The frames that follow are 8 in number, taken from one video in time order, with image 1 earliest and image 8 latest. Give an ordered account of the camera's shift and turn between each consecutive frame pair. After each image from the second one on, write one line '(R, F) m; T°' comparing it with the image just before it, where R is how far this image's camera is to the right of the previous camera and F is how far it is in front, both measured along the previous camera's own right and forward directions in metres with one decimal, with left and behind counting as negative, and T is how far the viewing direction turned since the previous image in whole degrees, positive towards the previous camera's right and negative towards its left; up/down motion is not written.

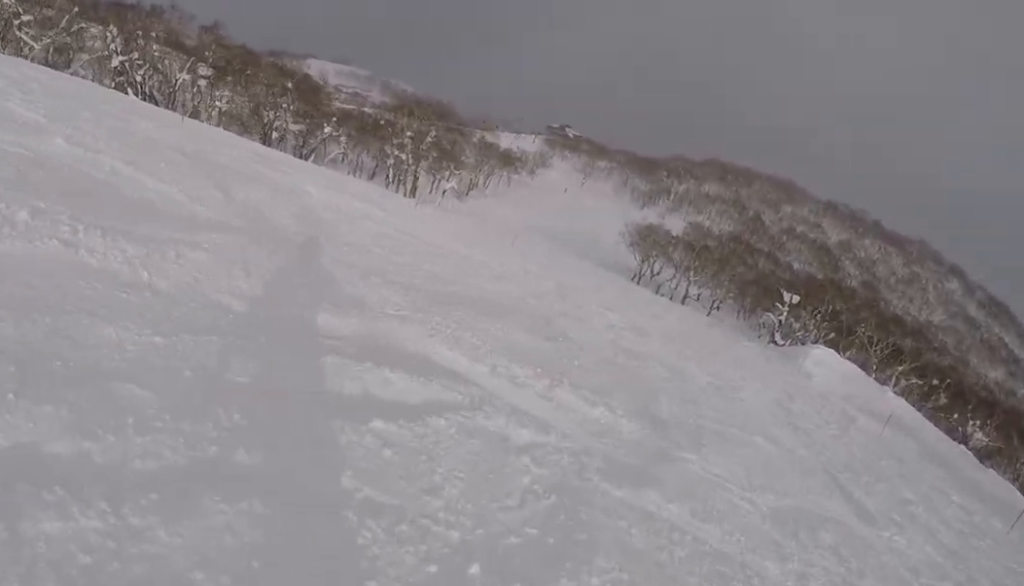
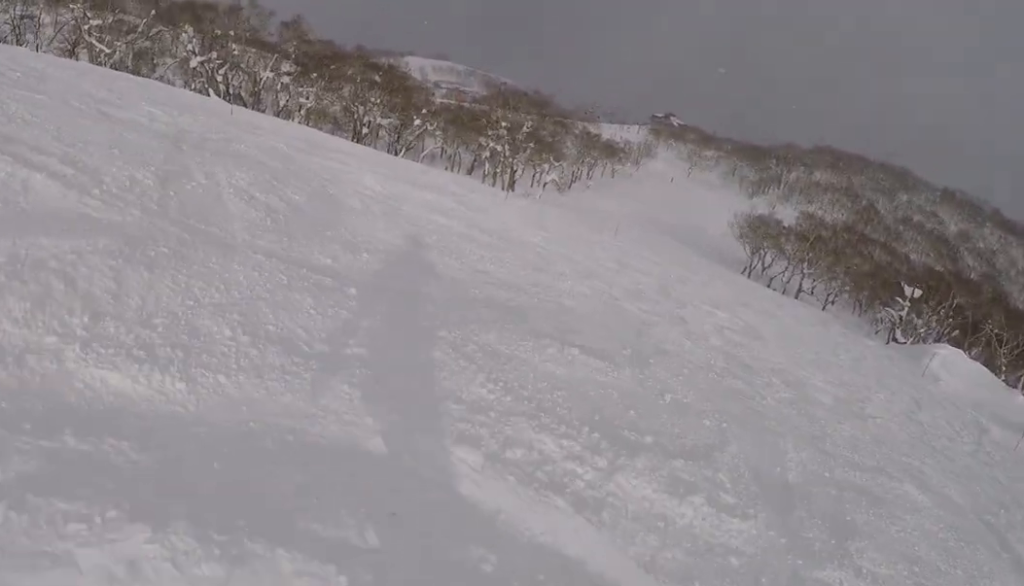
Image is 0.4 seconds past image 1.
(-1.2, +2.5) m; -13°
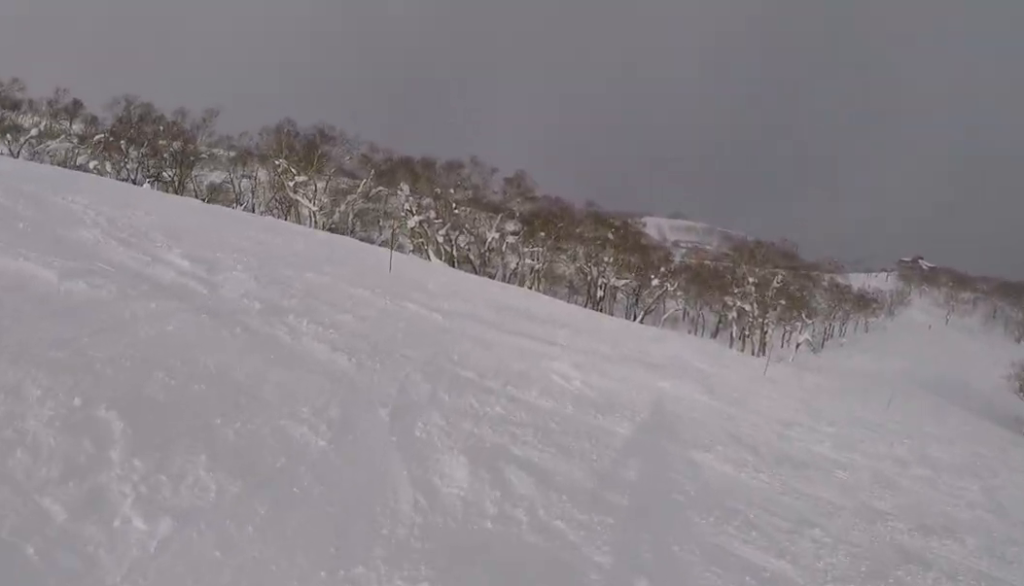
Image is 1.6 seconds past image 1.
(-1.9, +6.7) m; -25°
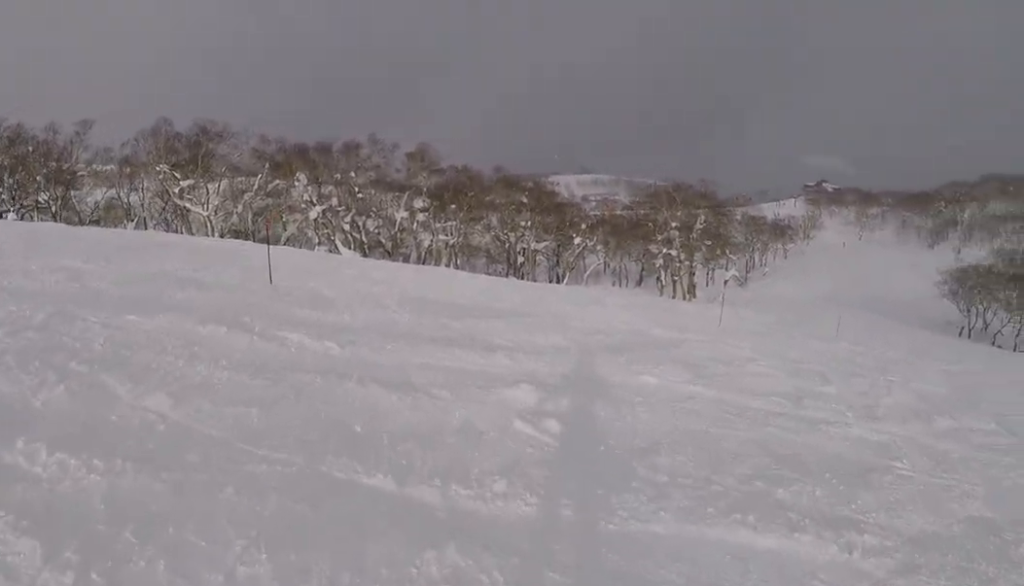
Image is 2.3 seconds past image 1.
(-0.3, +3.9) m; -3°
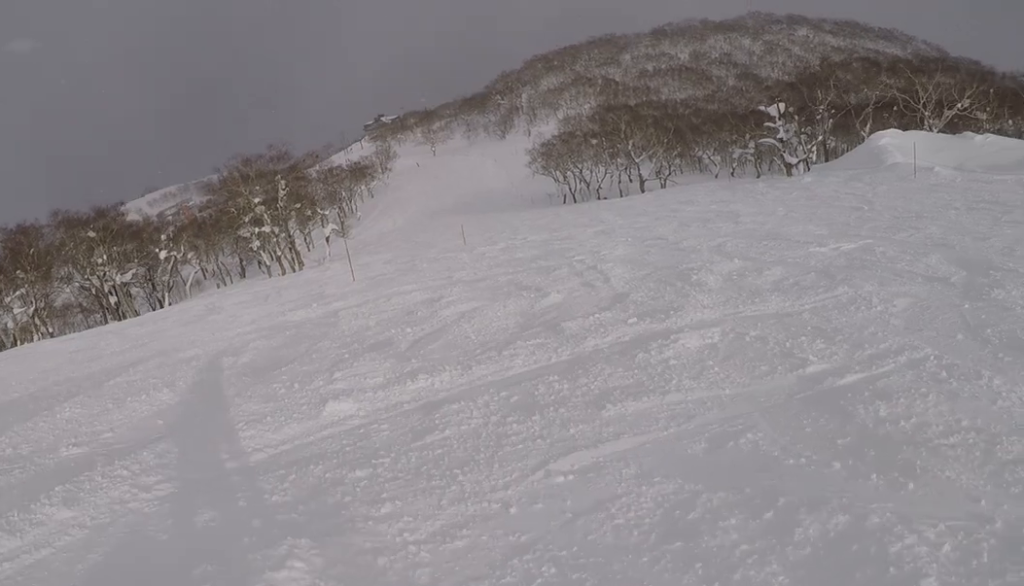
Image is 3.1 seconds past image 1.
(-0.6, +5.2) m; +11°
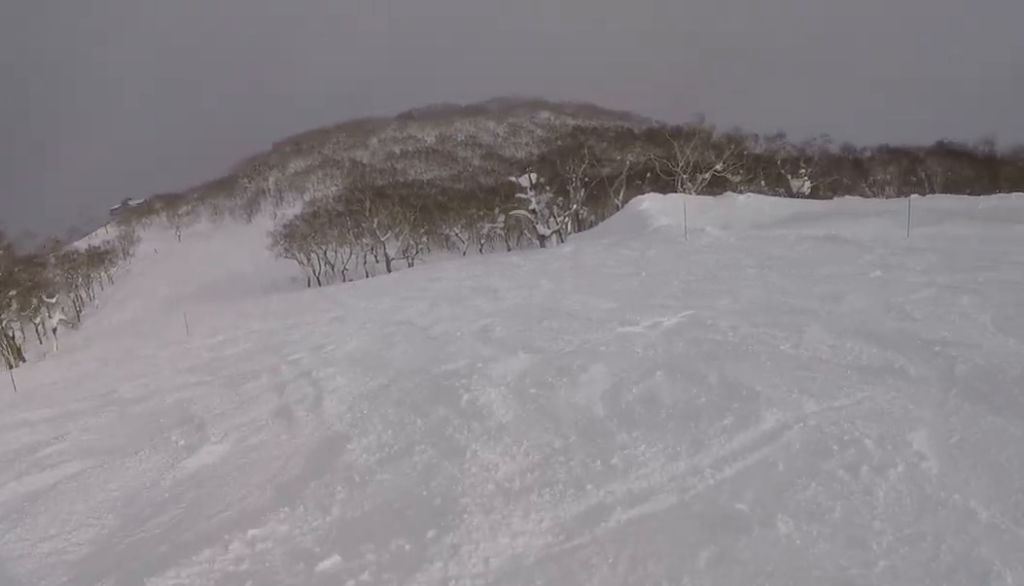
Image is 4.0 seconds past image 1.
(+1.5, +4.8) m; +24°
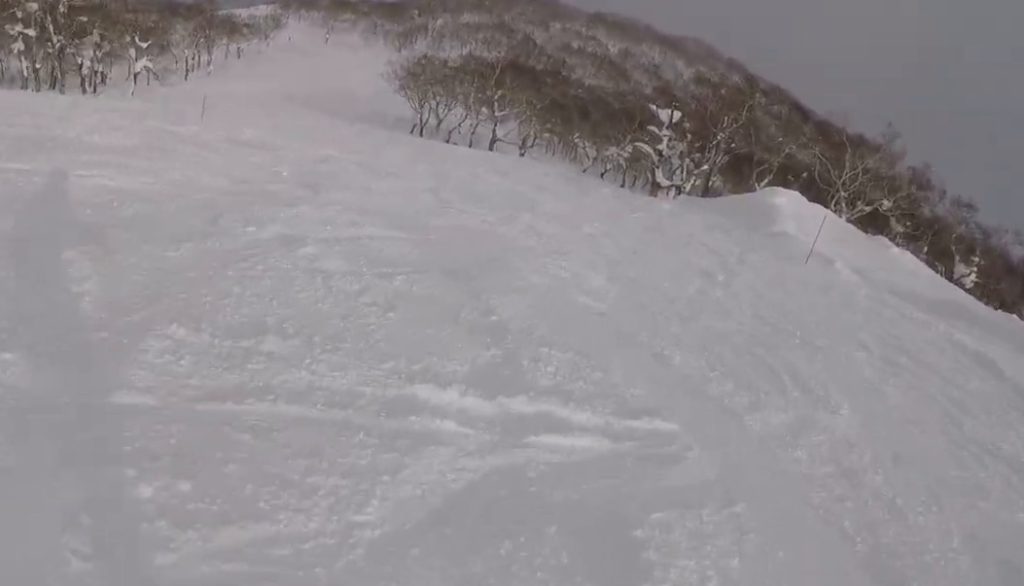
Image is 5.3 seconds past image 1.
(+1.7, +8.3) m; +19°
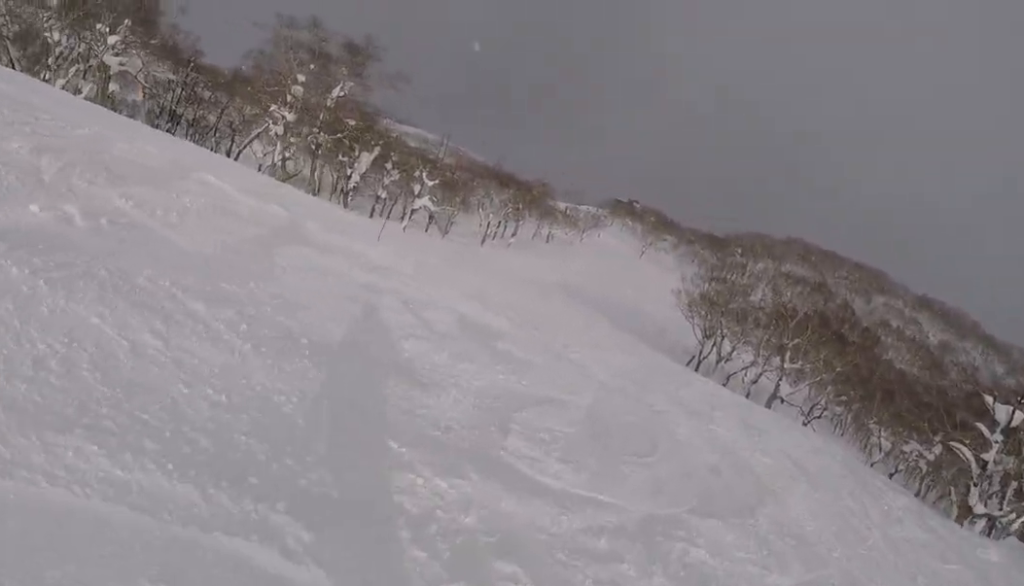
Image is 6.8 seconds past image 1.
(-0.1, +10.6) m; -20°
